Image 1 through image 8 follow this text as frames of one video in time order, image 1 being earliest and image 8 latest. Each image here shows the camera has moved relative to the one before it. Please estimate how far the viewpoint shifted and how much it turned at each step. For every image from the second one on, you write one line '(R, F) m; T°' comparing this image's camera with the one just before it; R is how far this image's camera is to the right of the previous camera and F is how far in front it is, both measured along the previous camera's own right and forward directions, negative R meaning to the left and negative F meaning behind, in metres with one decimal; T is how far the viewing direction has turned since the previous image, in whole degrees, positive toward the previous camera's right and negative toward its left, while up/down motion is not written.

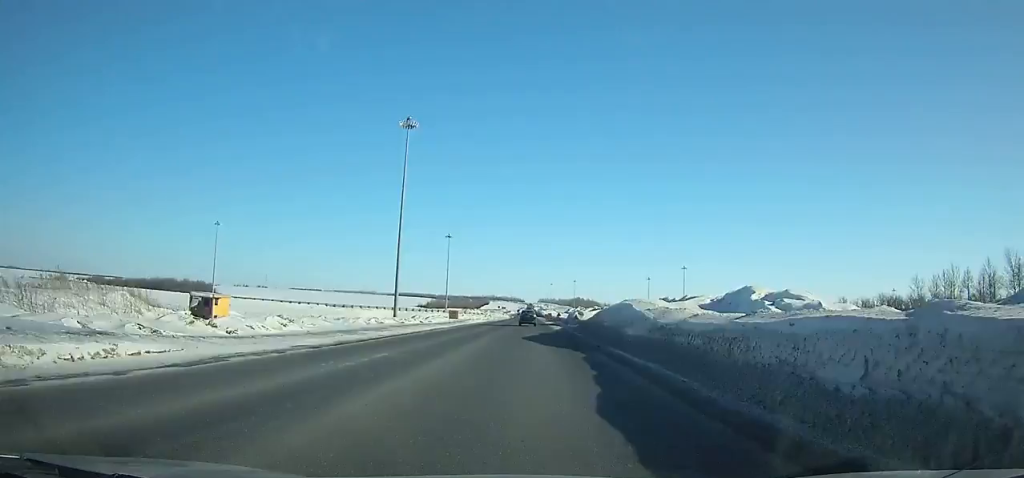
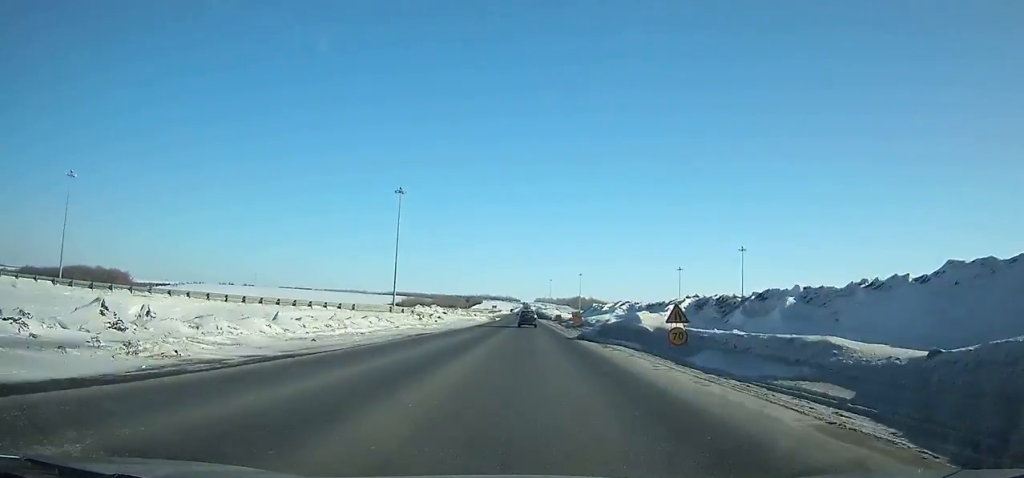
(-0.2, +78.7) m; 0°
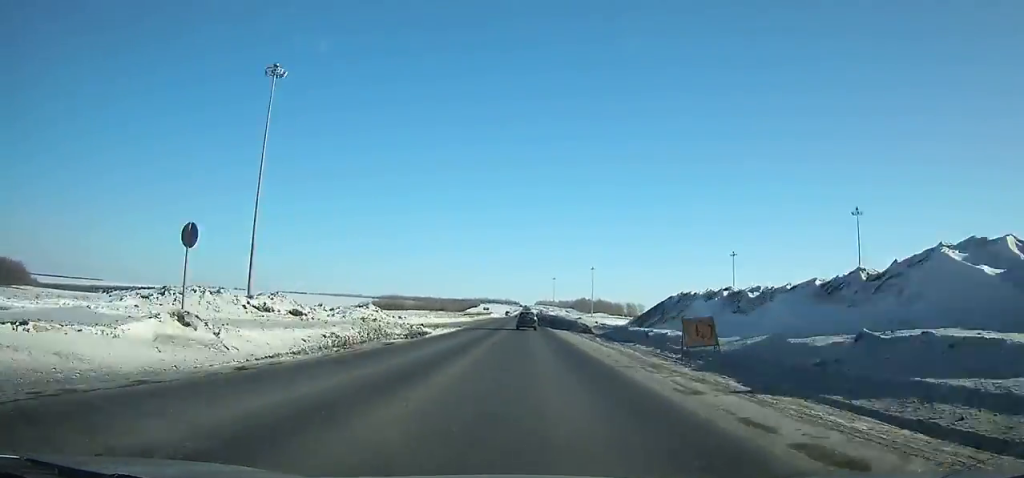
(0.0, +72.9) m; 0°
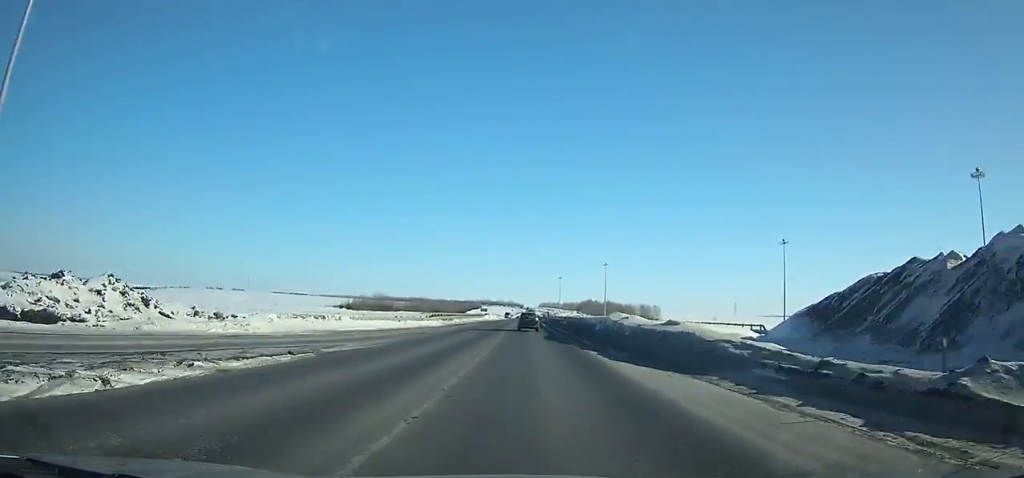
(-0.1, +38.5) m; 0°
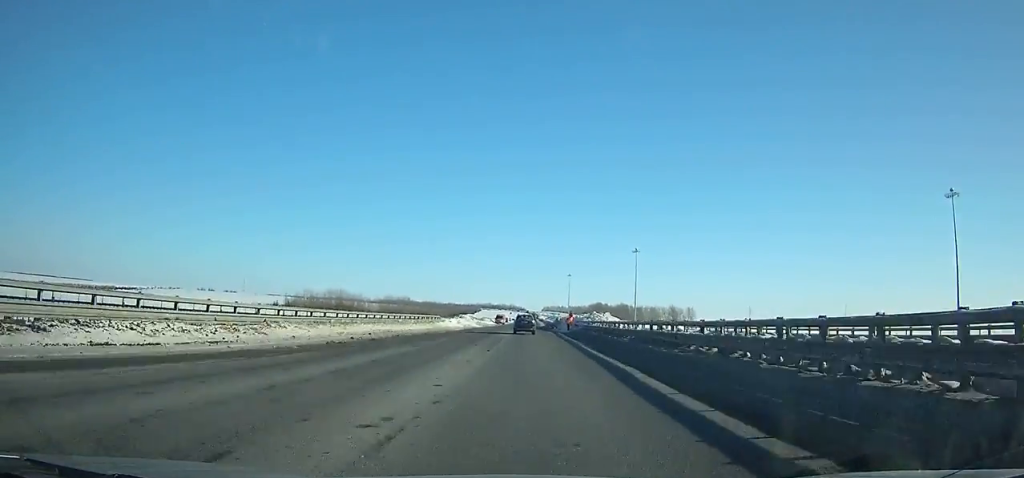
(-0.5, +70.4) m; -1°
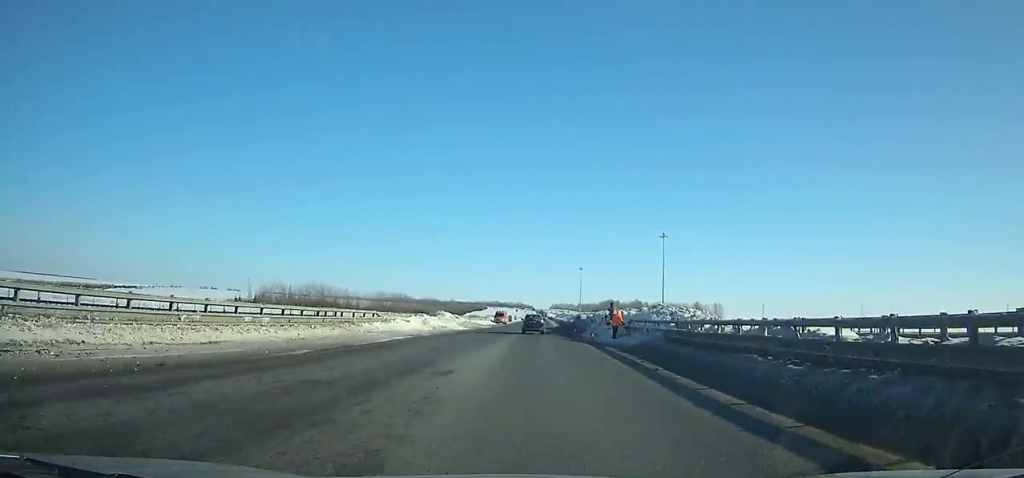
(-0.2, +29.9) m; 0°
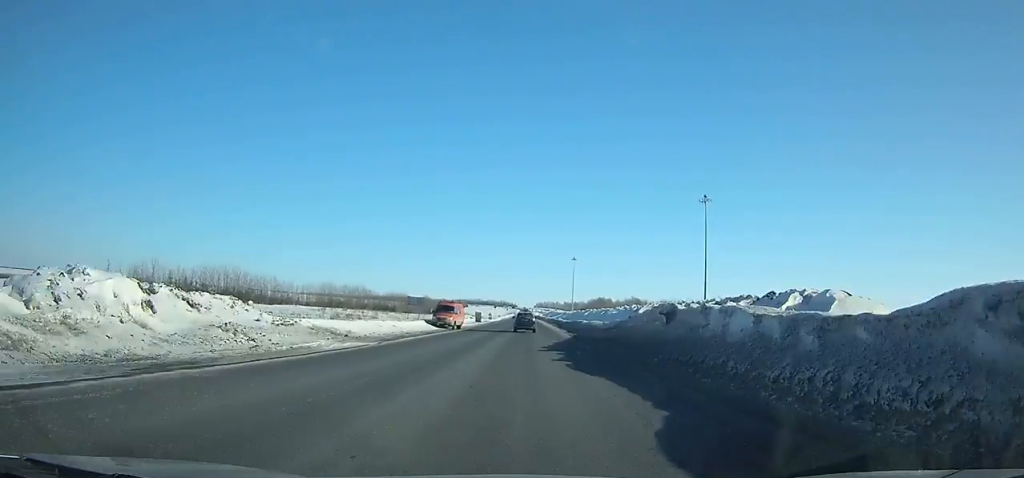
(+0.1, +54.2) m; +1°
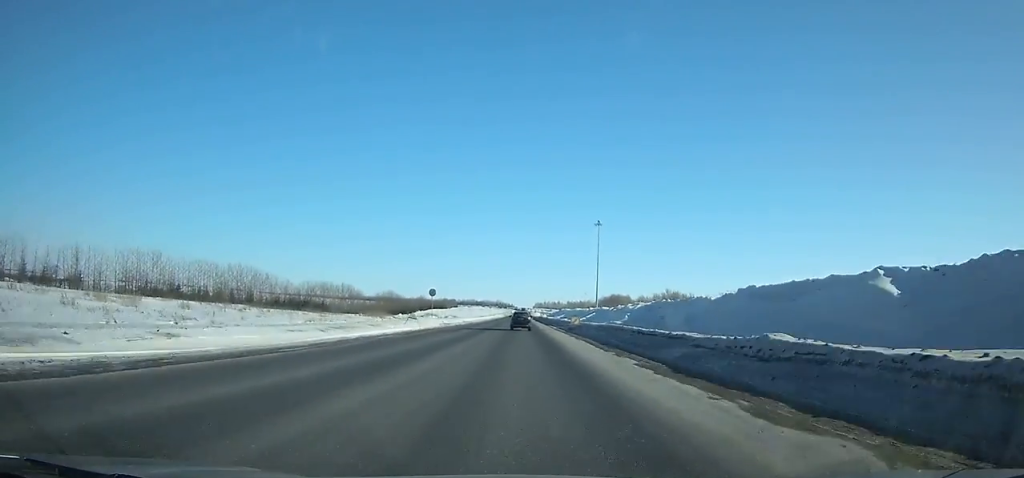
(+1.2, +114.1) m; 0°
